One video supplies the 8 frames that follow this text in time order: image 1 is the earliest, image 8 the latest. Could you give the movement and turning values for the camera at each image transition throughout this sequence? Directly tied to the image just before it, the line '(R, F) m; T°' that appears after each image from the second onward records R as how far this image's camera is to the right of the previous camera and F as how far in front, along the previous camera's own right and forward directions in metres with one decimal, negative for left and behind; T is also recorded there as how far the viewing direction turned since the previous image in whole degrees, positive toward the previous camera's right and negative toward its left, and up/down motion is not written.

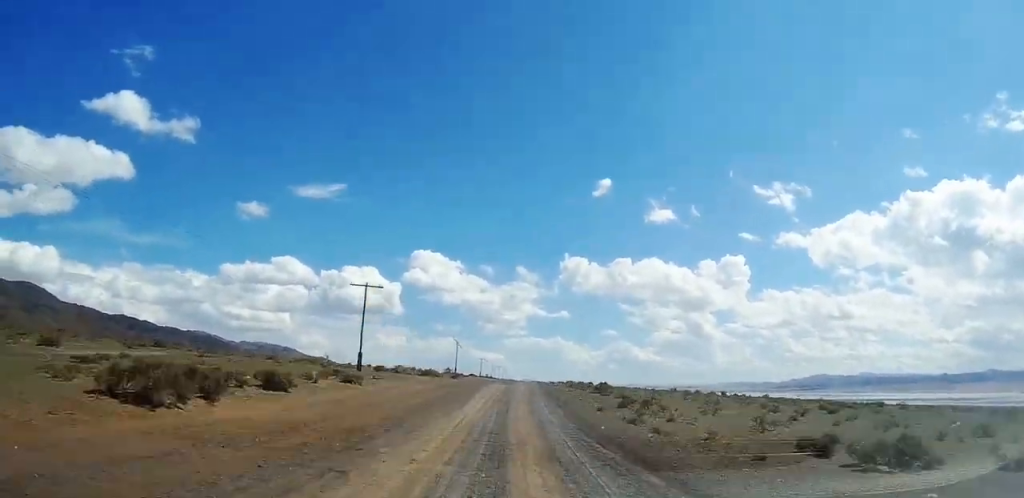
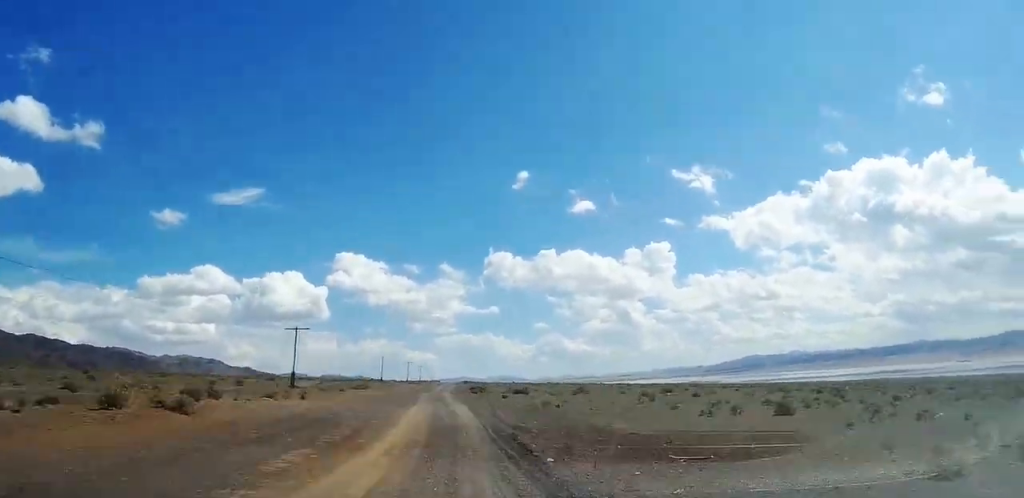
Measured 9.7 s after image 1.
(+0.6, +120.3) m; 0°
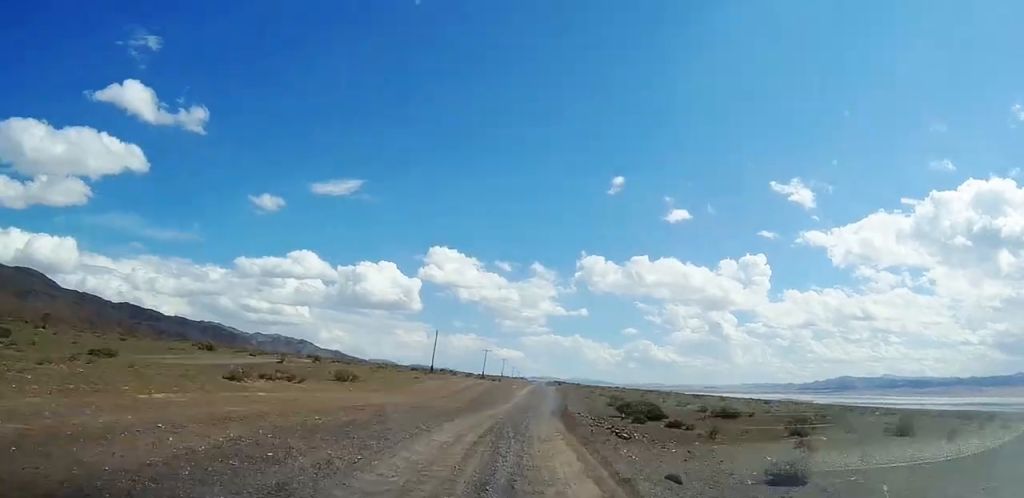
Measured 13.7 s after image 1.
(-0.8, +50.3) m; 0°
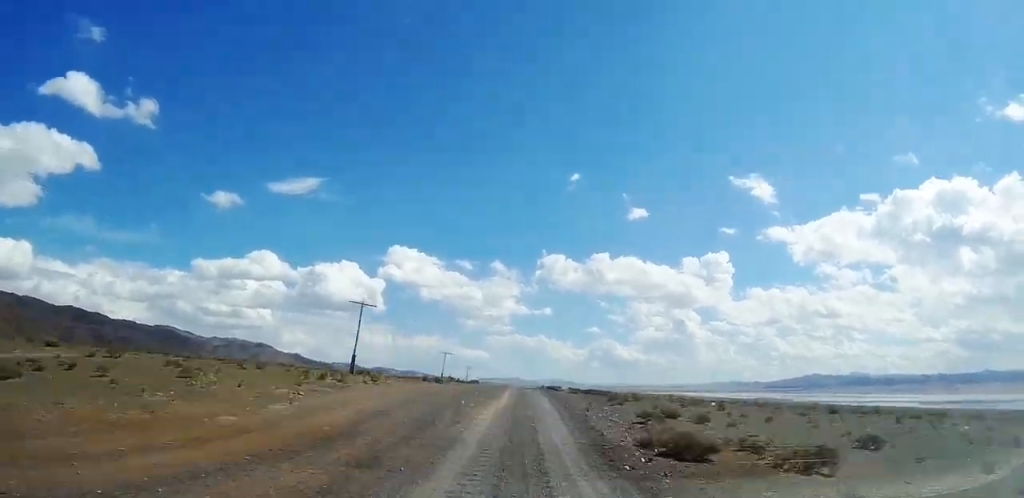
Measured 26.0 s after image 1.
(+0.4, +154.3) m; 0°
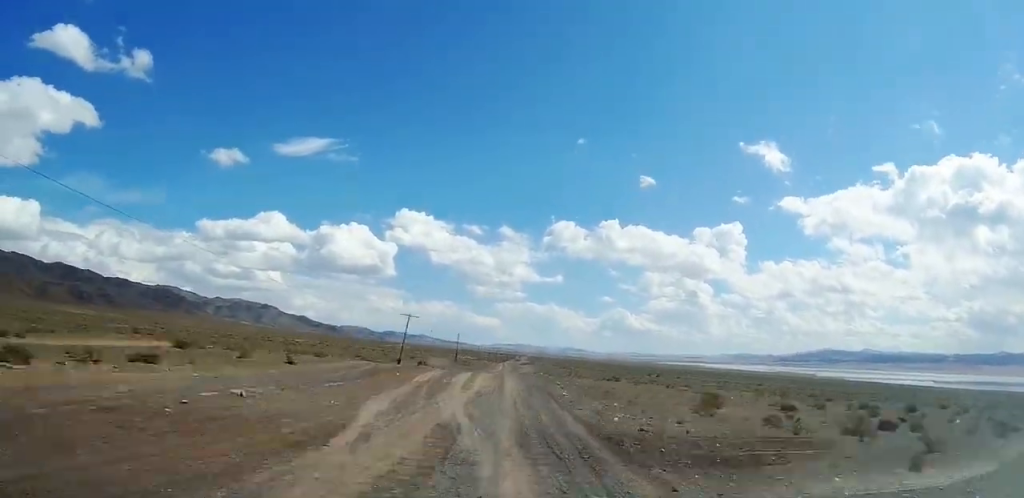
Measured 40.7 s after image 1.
(-1.2, +175.5) m; 0°
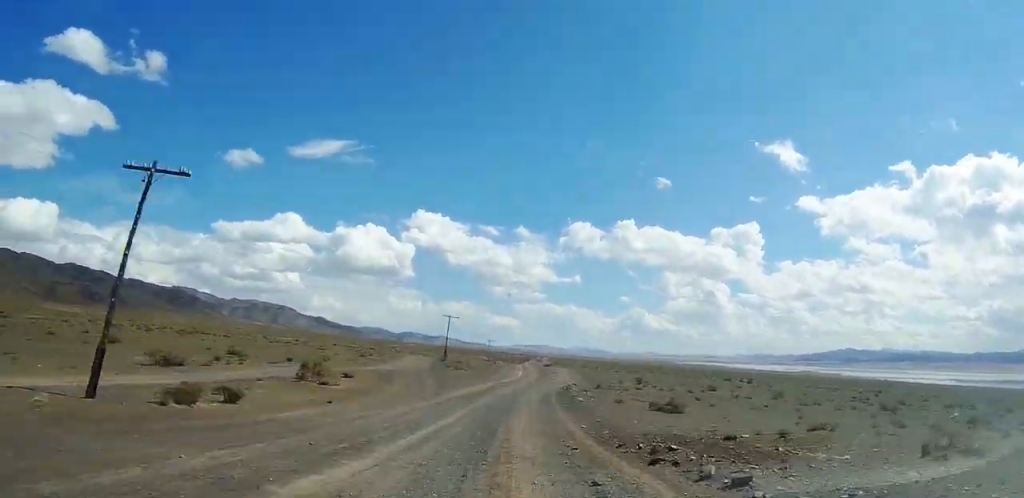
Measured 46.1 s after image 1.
(-0.1, +47.7) m; 0°
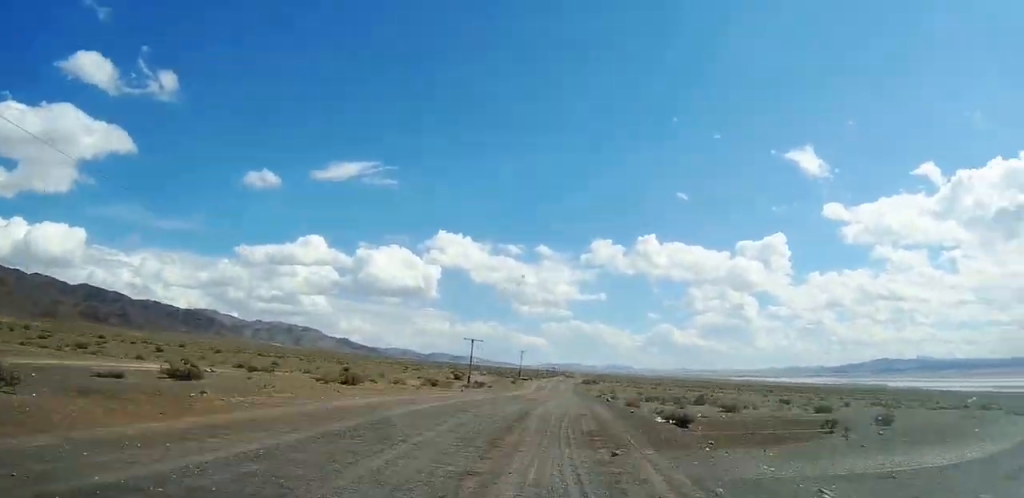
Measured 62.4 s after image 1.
(+0.9, +159.7) m; +1°
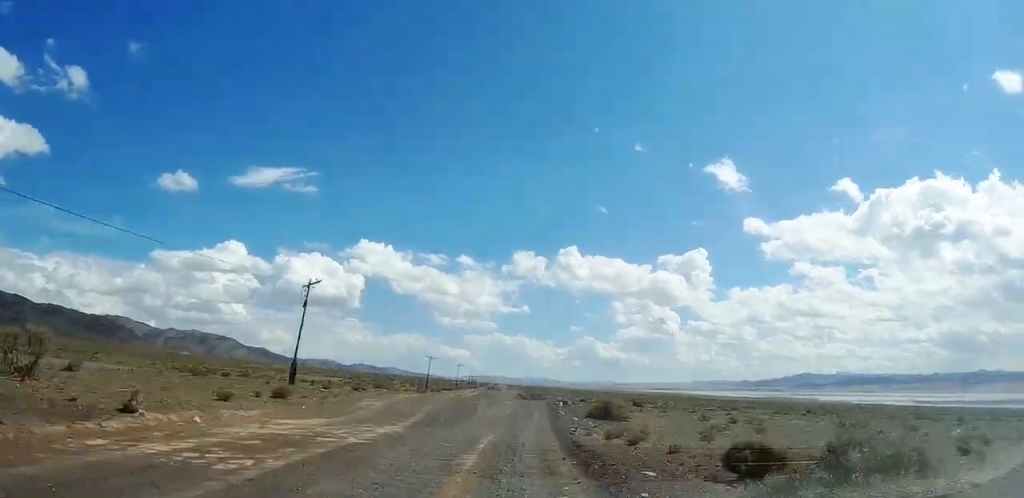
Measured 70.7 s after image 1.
(+0.7, +89.6) m; +1°
